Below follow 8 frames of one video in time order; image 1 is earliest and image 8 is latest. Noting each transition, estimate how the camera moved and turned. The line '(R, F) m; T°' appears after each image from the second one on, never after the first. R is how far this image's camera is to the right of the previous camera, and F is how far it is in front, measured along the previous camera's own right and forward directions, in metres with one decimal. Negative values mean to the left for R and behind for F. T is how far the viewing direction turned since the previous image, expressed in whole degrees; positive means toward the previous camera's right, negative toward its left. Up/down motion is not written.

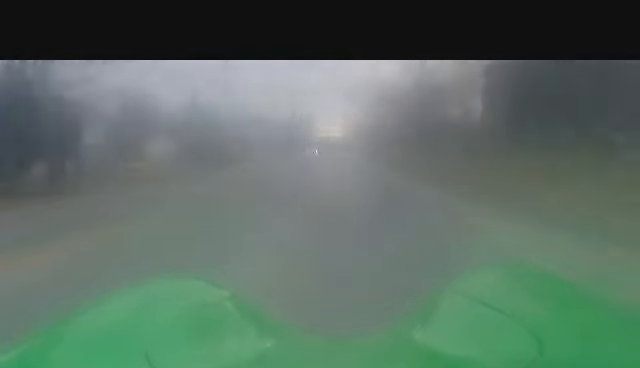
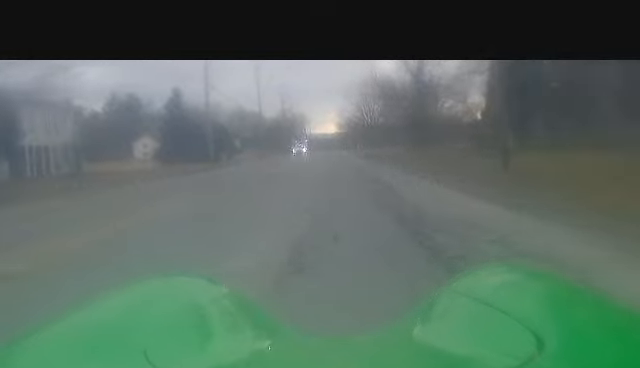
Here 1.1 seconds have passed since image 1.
(-0.1, +7.7) m; -1°
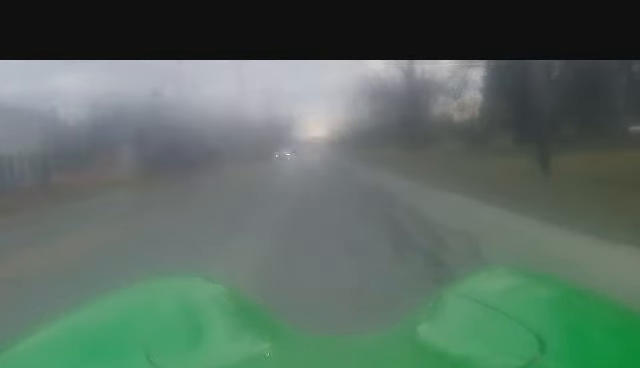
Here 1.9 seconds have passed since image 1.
(0.0, +5.1) m; -1°
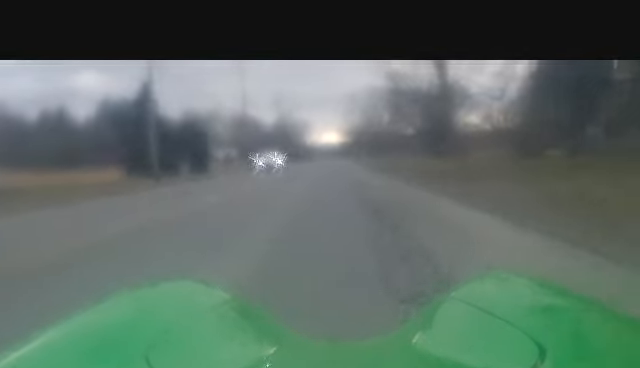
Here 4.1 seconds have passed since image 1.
(+0.1, +14.6) m; -1°
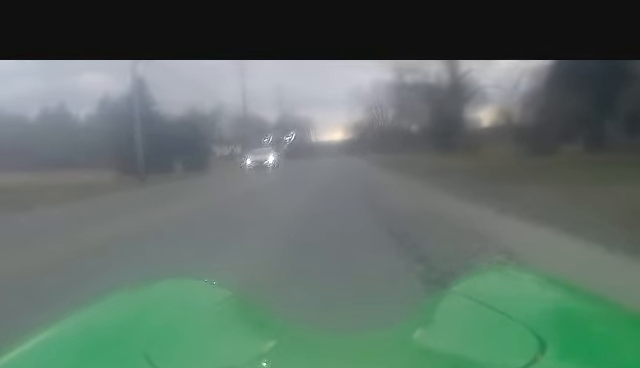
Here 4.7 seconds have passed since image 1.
(+0.1, +4.1) m; -3°
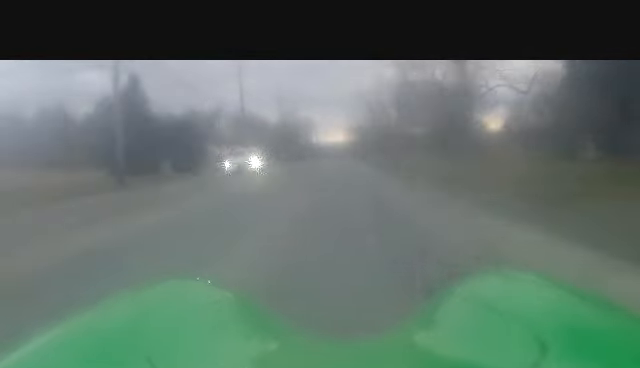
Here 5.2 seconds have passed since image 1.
(-0.3, +3.9) m; 0°
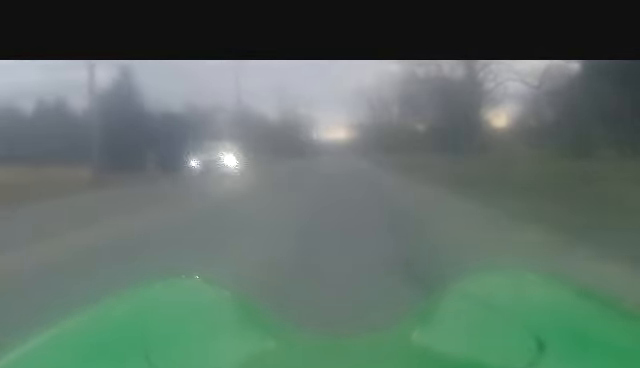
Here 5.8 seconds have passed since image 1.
(-0.2, +3.9) m; 0°
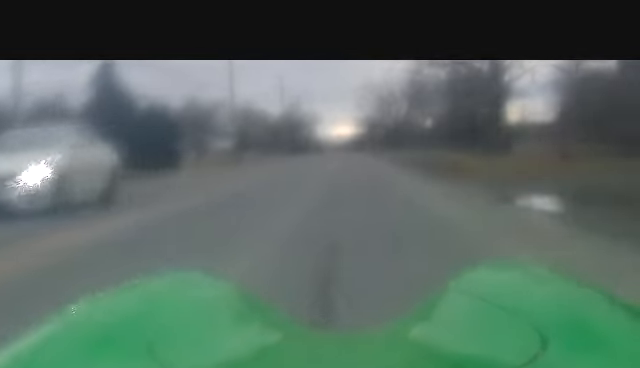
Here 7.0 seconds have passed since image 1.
(+0.5, +8.4) m; +2°
